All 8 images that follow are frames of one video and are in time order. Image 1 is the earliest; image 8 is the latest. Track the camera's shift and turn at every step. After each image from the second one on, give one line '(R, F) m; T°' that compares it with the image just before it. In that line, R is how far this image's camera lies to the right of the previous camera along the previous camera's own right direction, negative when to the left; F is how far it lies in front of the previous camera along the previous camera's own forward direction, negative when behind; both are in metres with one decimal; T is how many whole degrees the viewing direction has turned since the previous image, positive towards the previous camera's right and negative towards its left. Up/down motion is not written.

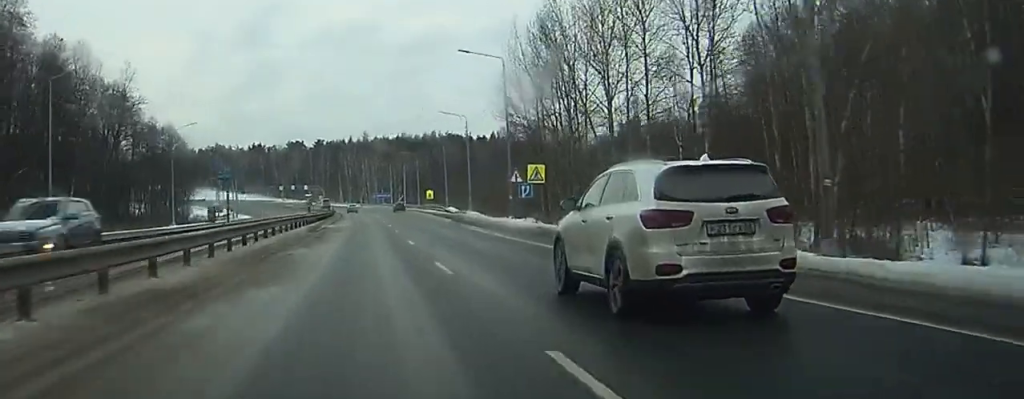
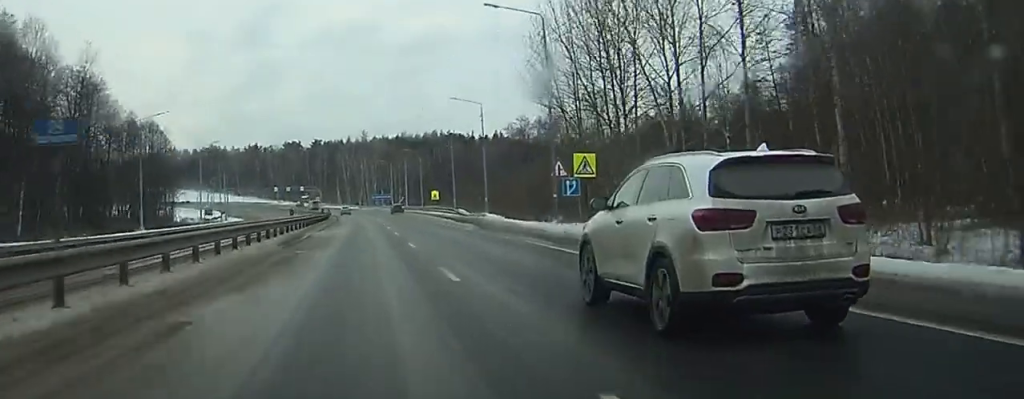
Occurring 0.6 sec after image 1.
(+0.1, +15.4) m; +1°
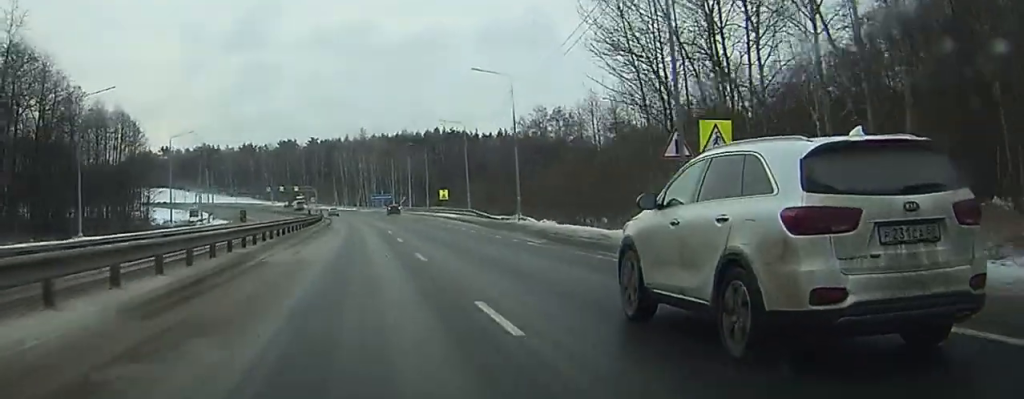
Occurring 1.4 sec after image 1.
(+0.1, +19.6) m; 0°
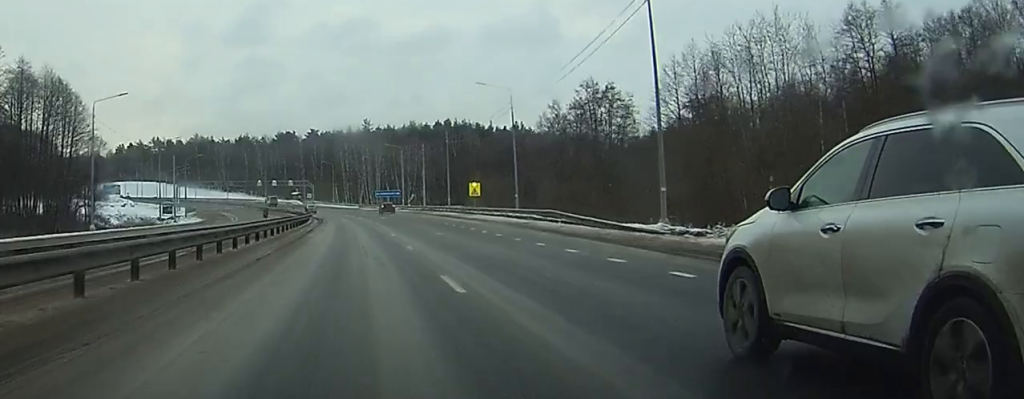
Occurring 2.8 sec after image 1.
(0.0, +33.1) m; 0°
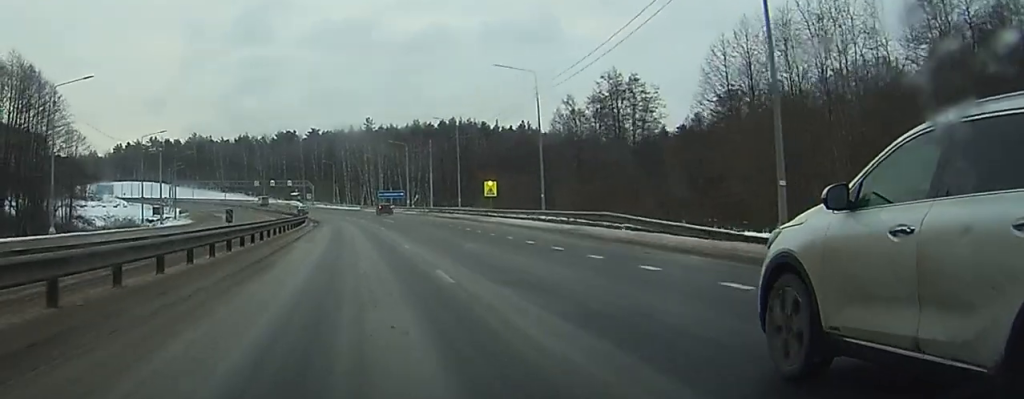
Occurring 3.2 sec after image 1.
(0.0, +10.0) m; 0°
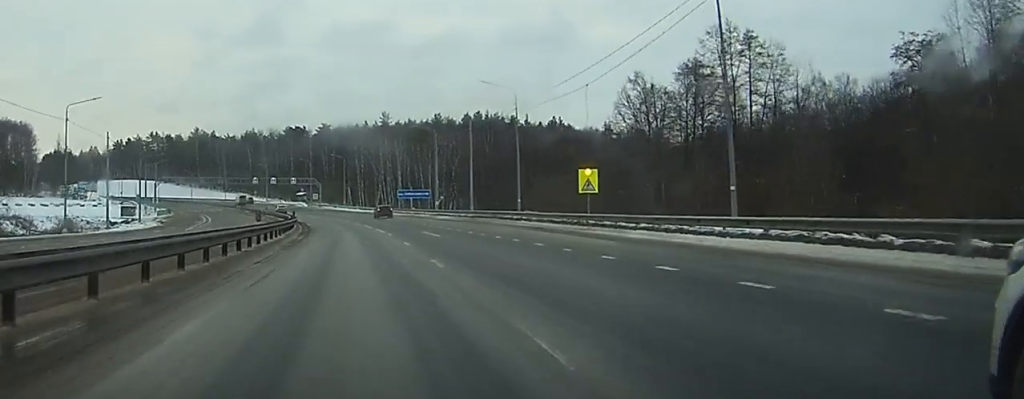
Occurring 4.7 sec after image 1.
(0.0, +32.7) m; -1°
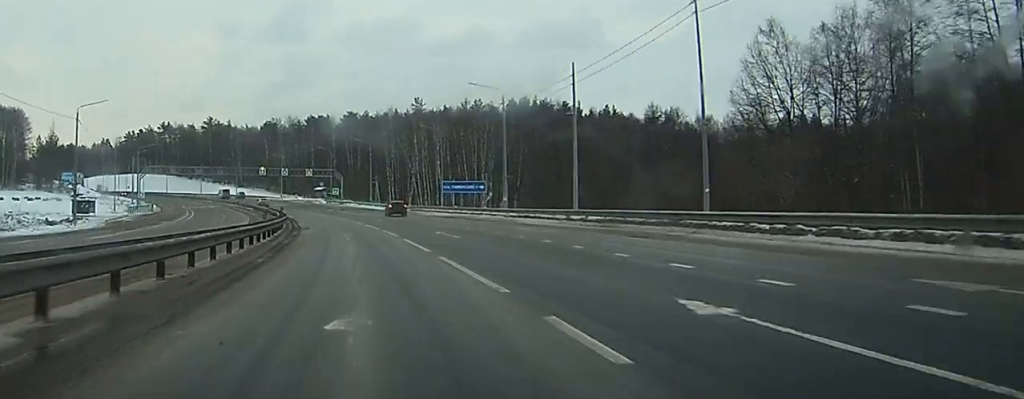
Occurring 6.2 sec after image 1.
(-0.5, +35.7) m; -1°
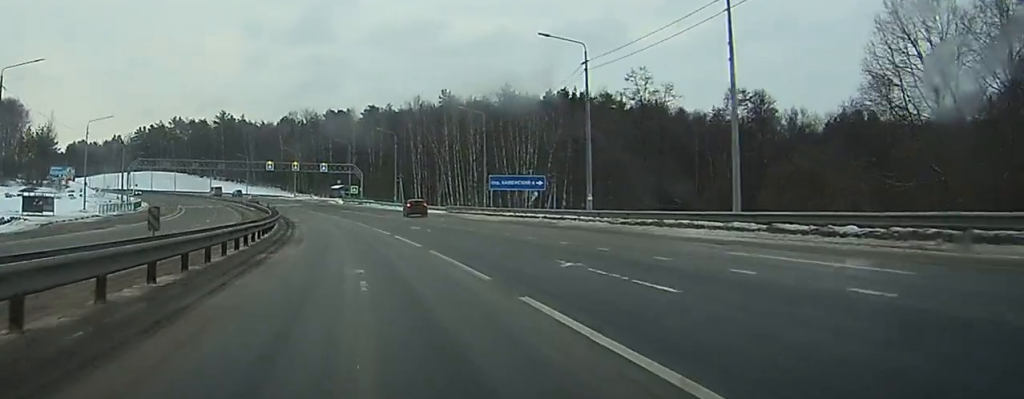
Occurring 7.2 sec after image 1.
(-0.1, +21.4) m; -1°
